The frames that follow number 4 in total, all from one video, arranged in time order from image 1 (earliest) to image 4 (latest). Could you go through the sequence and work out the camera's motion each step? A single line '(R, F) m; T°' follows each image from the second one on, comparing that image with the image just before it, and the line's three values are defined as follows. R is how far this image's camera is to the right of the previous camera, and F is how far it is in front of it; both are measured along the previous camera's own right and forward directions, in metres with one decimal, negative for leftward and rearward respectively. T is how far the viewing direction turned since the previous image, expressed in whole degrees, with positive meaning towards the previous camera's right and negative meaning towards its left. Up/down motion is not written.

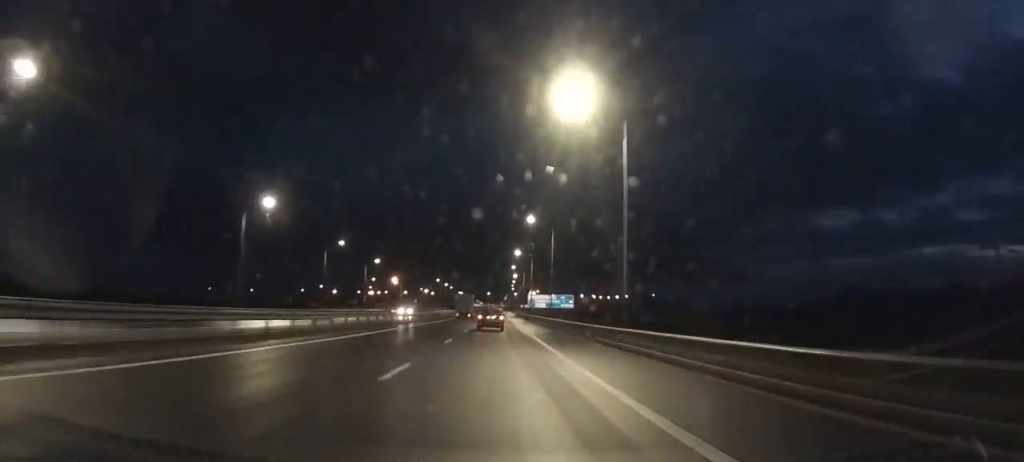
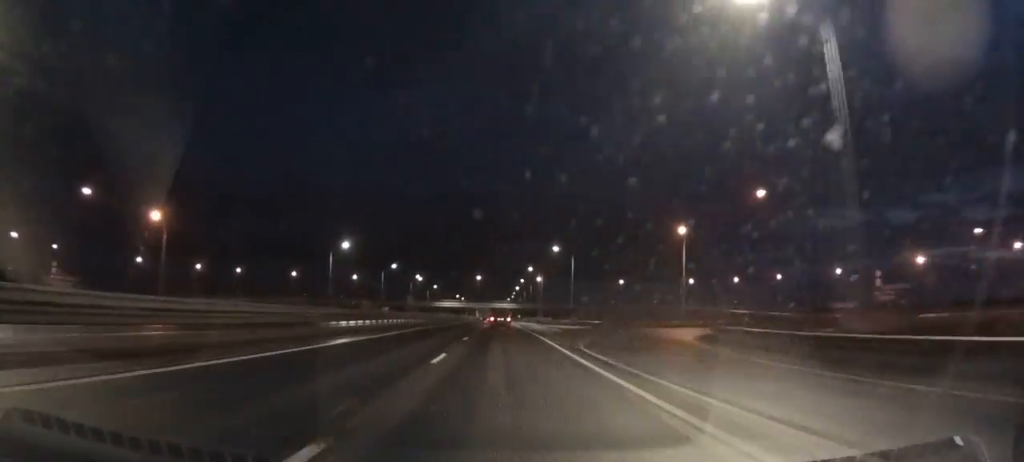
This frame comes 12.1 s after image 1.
(+0.5, +298.0) m; 0°
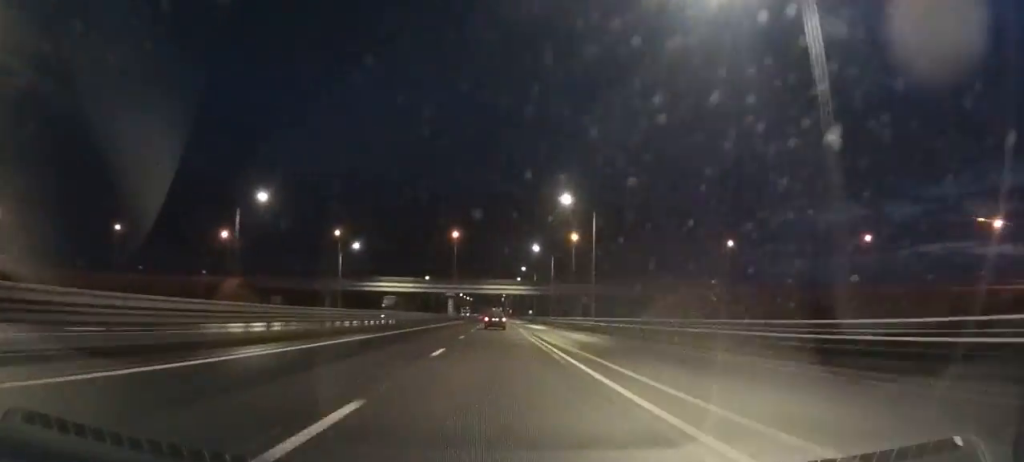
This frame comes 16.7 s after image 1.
(0.0, +115.6) m; 0°
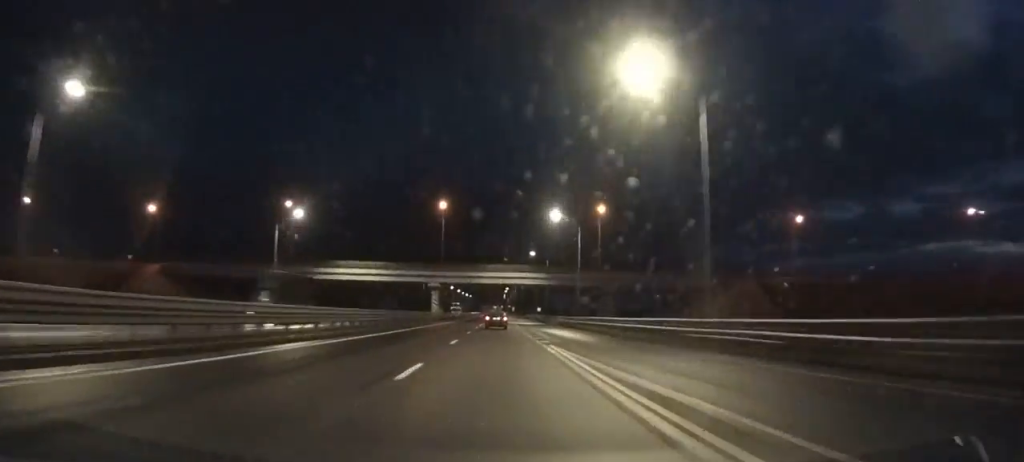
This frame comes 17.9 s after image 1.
(0.0, +30.6) m; 0°
